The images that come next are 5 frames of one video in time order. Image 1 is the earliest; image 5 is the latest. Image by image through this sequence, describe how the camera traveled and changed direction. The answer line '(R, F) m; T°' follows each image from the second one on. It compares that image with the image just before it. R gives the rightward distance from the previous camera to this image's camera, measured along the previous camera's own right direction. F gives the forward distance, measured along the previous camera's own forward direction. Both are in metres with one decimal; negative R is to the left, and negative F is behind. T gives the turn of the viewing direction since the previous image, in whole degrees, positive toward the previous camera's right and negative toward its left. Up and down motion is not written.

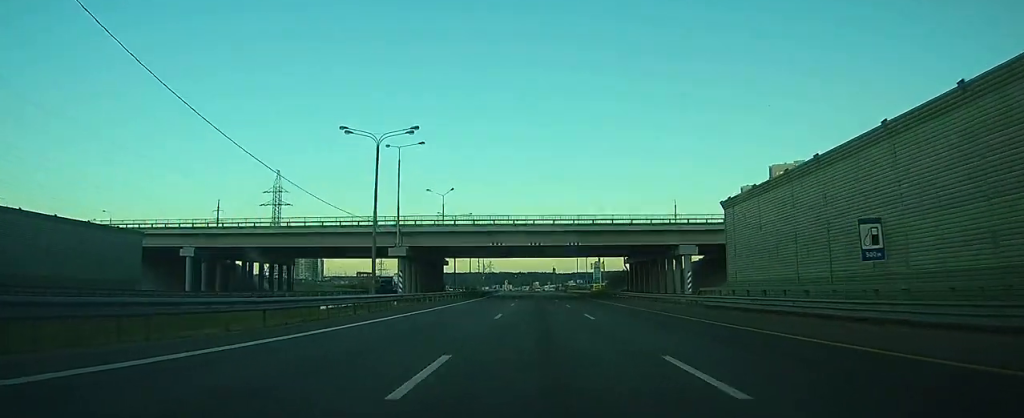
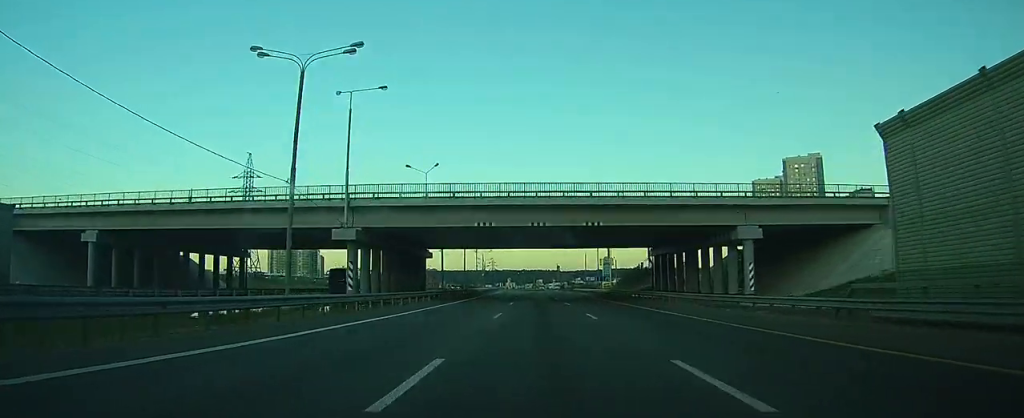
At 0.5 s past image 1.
(-0.2, +16.7) m; 0°
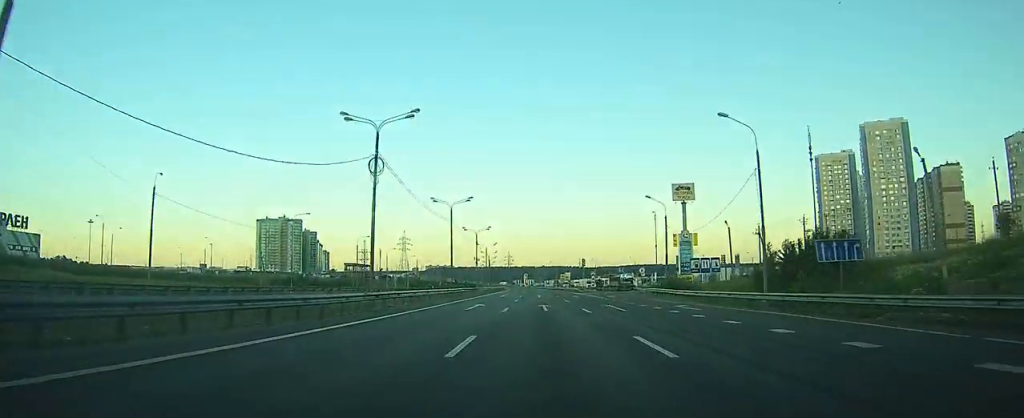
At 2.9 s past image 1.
(-0.3, +75.5) m; -1°
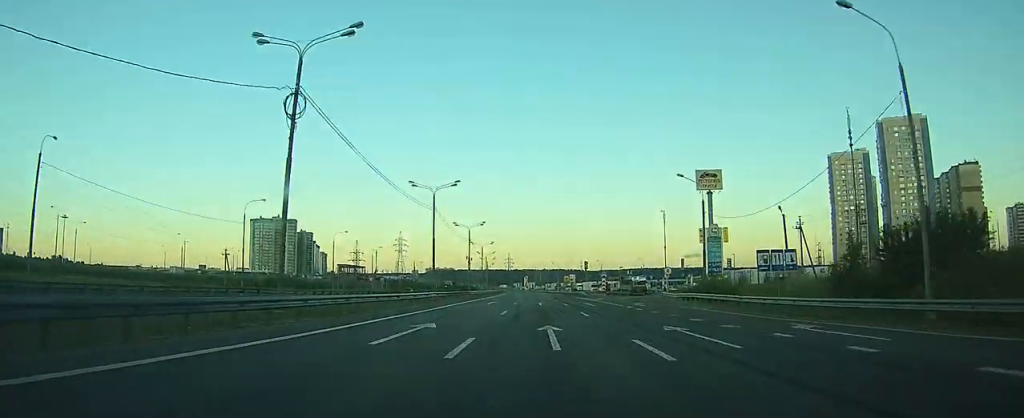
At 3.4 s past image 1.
(-0.1, +15.9) m; -1°
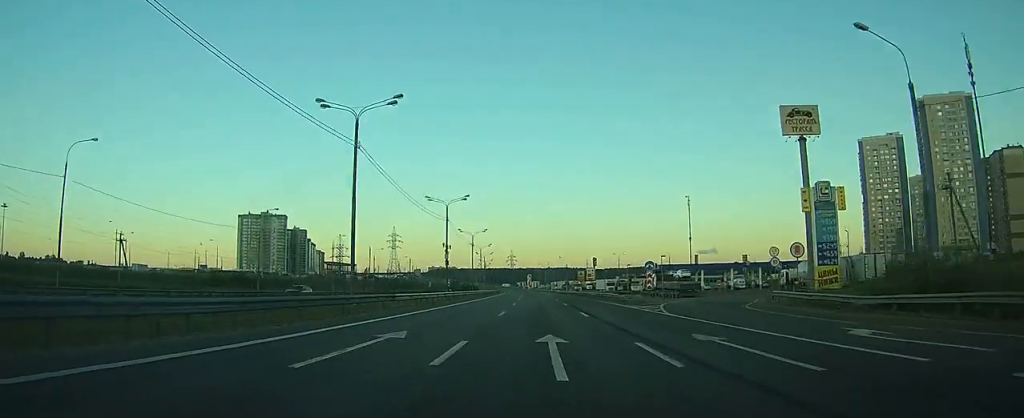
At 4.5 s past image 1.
(-0.4, +33.0) m; -1°
